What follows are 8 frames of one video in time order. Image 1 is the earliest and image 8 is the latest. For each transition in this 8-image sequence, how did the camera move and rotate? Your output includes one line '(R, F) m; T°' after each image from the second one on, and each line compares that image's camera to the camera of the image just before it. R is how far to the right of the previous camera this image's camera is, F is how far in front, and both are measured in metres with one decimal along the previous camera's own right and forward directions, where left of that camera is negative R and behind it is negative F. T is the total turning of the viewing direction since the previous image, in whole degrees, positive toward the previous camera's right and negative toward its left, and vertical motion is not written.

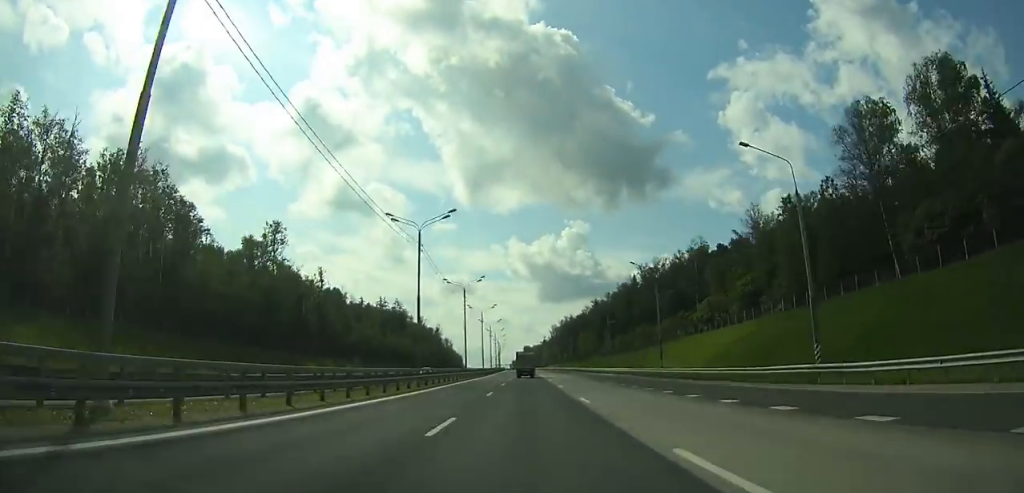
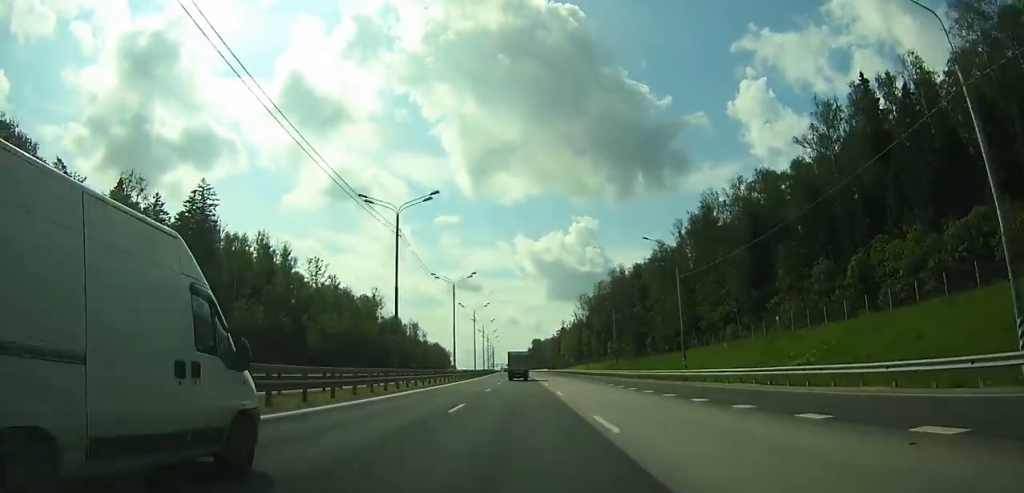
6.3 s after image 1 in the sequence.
(0.0, +152.4) m; -1°
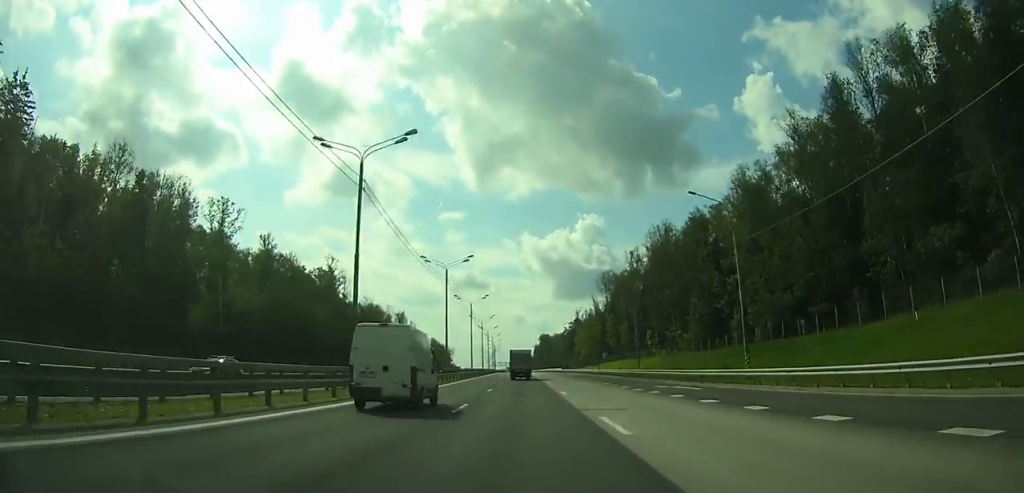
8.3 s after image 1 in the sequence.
(-0.1, +48.5) m; 0°
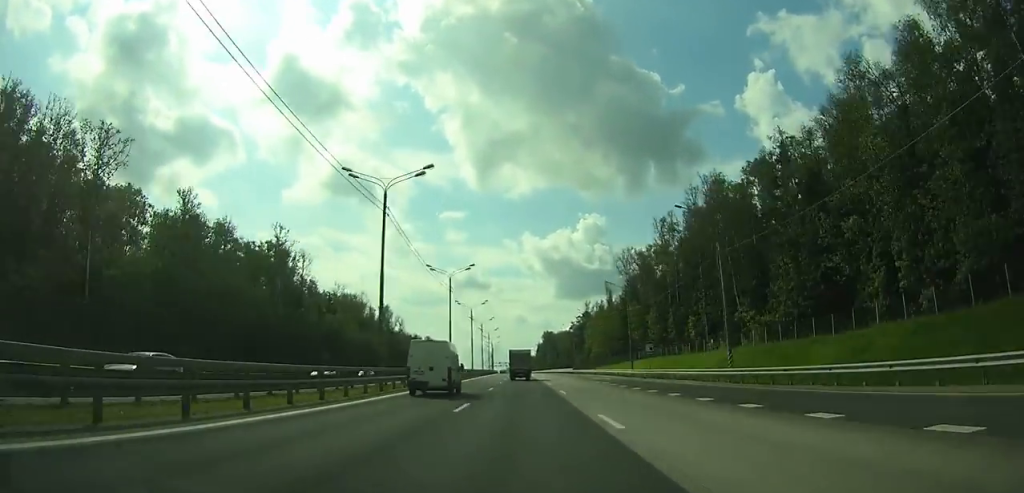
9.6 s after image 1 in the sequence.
(-0.1, +31.4) m; 0°
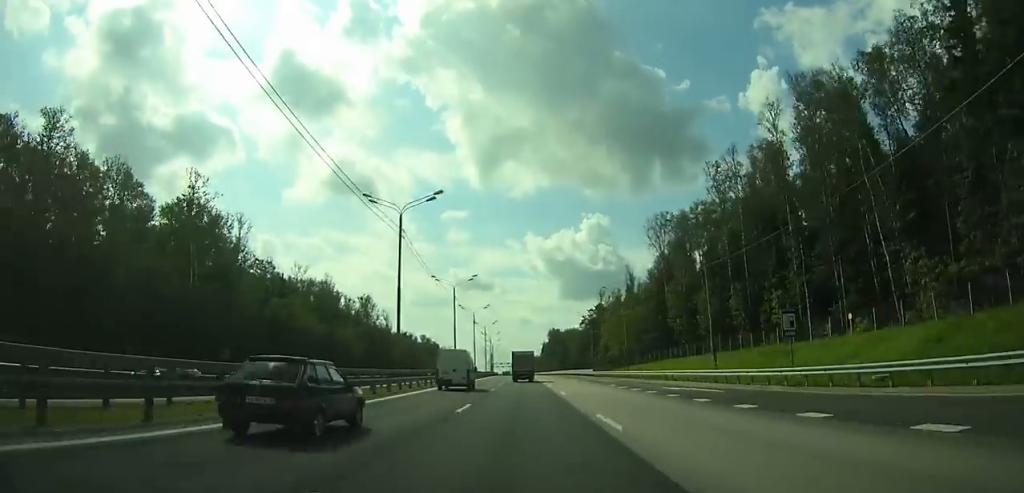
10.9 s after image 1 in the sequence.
(-0.1, +31.3) m; 0°
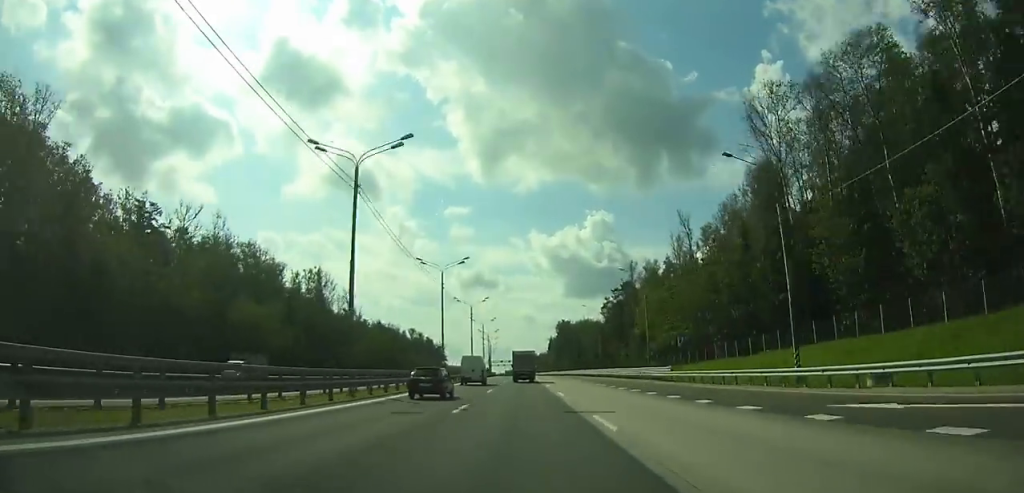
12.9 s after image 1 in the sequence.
(-0.1, +48.0) m; 0°
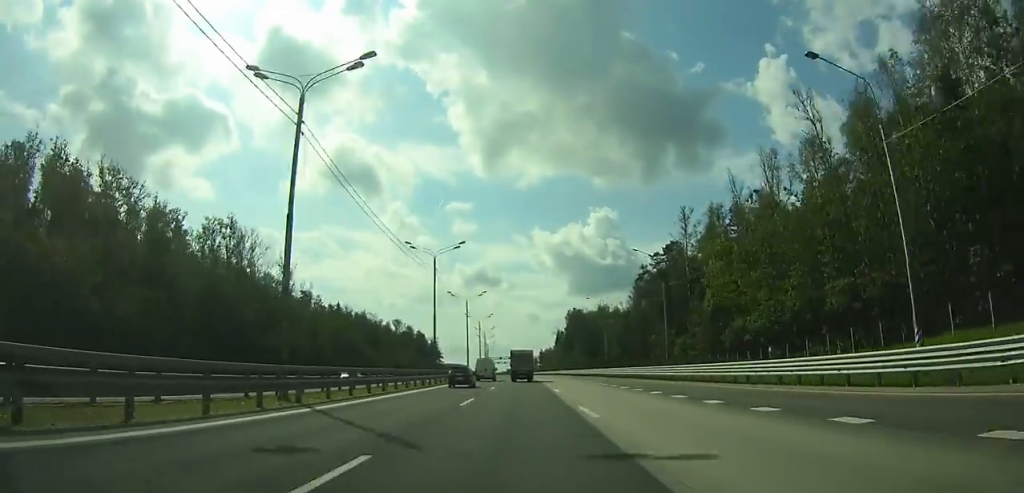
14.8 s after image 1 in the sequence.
(+0.1, +45.3) m; 0°
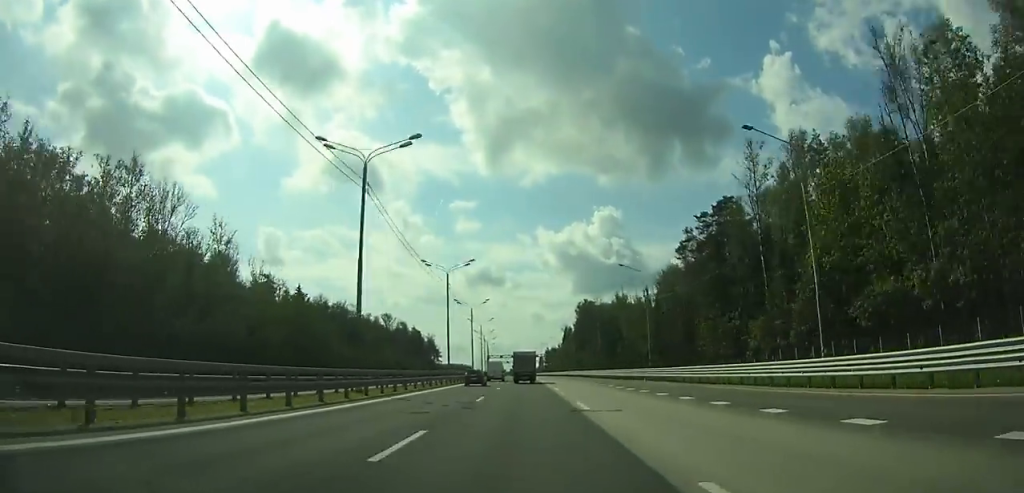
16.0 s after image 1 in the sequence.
(-0.2, +28.1) m; -1°
